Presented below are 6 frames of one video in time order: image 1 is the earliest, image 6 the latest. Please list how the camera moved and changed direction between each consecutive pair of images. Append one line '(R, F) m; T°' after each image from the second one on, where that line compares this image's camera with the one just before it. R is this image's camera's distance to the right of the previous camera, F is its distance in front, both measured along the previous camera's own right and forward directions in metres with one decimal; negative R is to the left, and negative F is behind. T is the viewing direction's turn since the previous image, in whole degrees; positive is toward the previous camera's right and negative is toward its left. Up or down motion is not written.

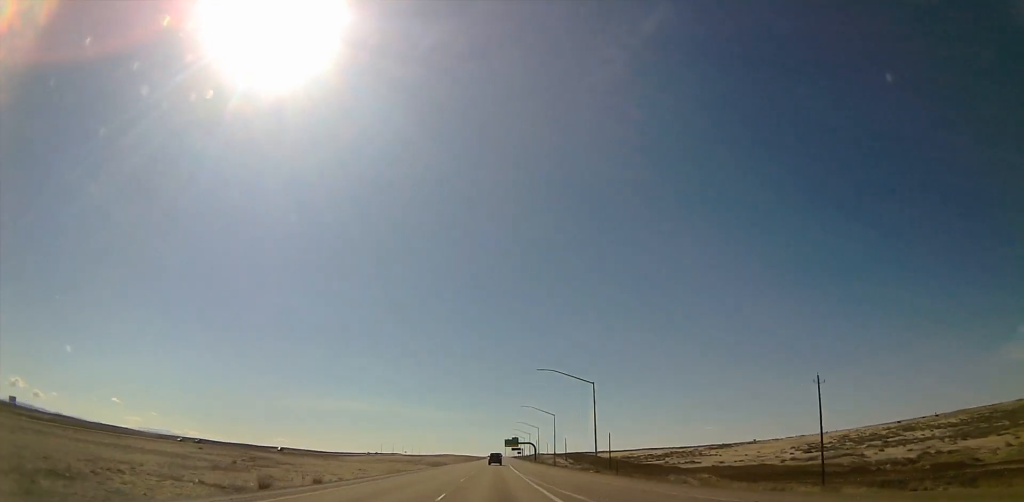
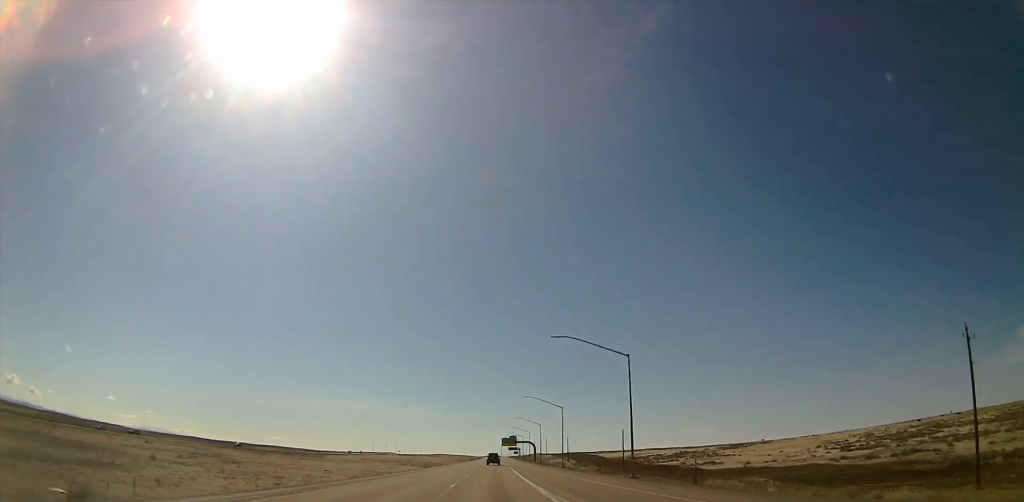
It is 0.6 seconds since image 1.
(+0.2, +22.2) m; +1°
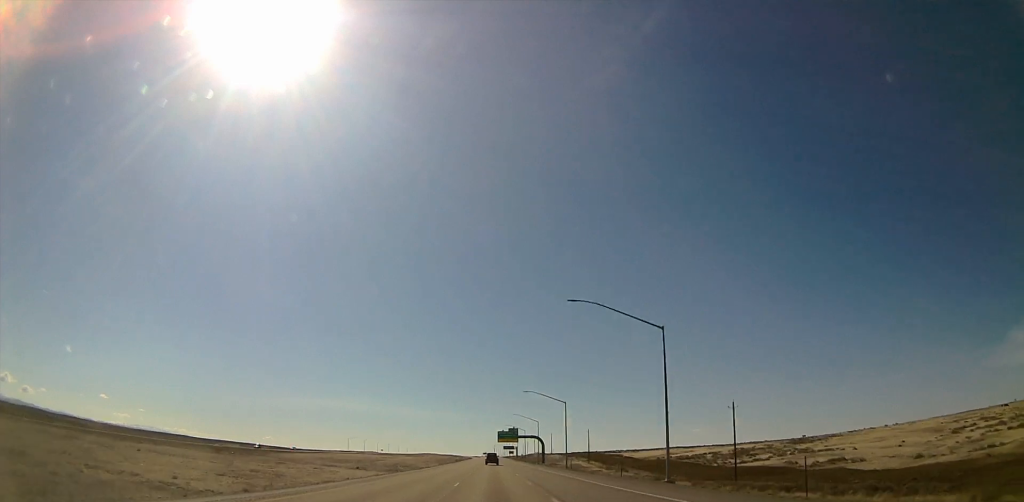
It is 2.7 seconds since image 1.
(+1.9, +73.8) m; +3°
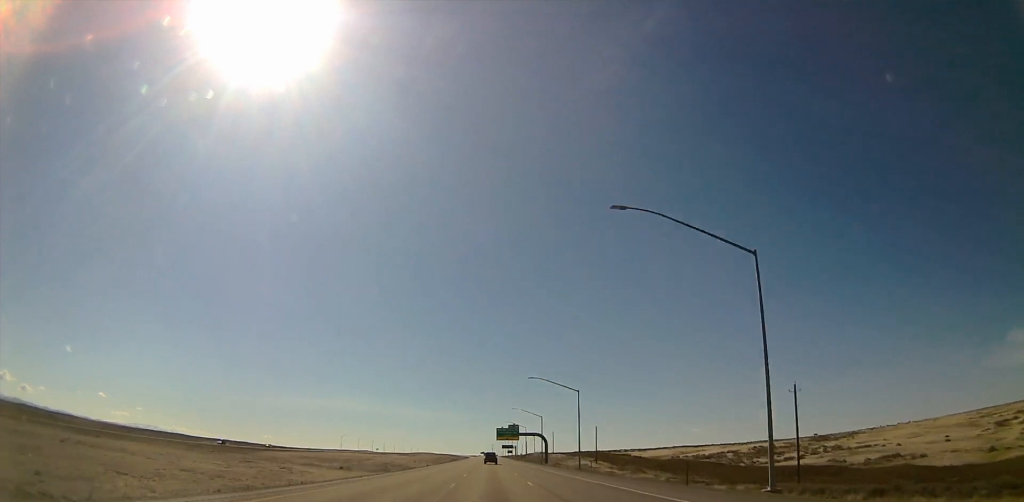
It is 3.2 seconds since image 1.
(+0.1, +17.5) m; 0°
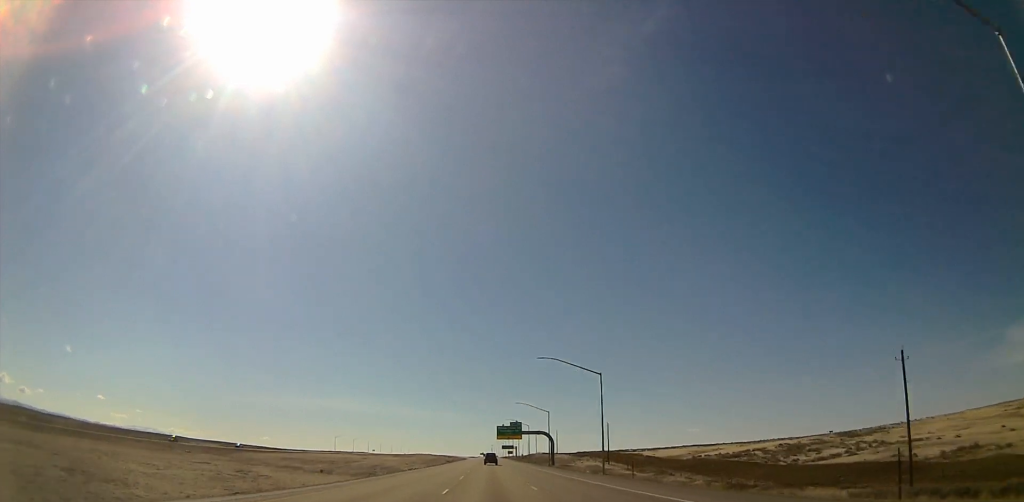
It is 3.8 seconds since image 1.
(0.0, +18.7) m; -1°
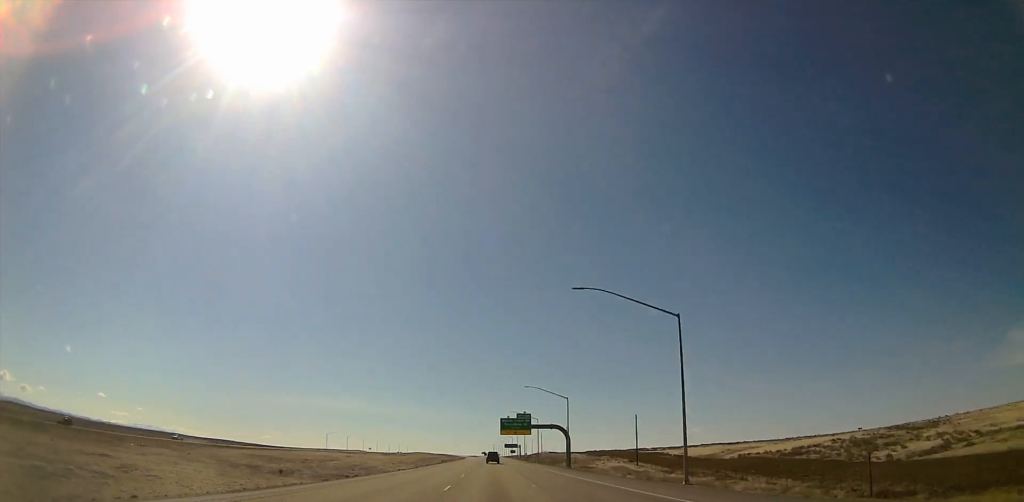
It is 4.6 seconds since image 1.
(-0.2, +29.2) m; -1°
